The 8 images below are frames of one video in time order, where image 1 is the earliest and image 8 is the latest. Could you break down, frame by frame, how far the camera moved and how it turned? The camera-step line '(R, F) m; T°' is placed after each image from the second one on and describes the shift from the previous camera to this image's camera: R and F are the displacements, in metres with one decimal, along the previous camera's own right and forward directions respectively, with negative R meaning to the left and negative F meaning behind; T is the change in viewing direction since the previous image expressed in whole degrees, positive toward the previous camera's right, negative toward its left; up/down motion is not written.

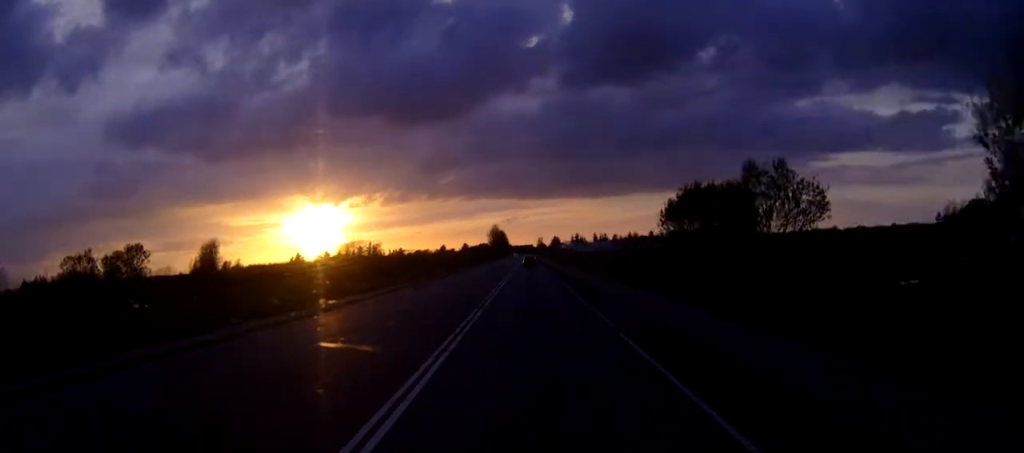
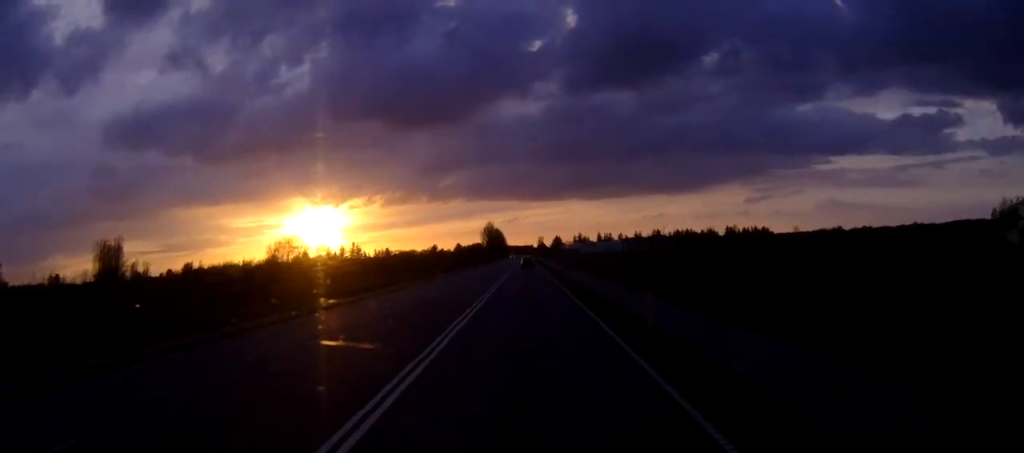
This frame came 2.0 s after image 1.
(-0.2, +43.3) m; 0°
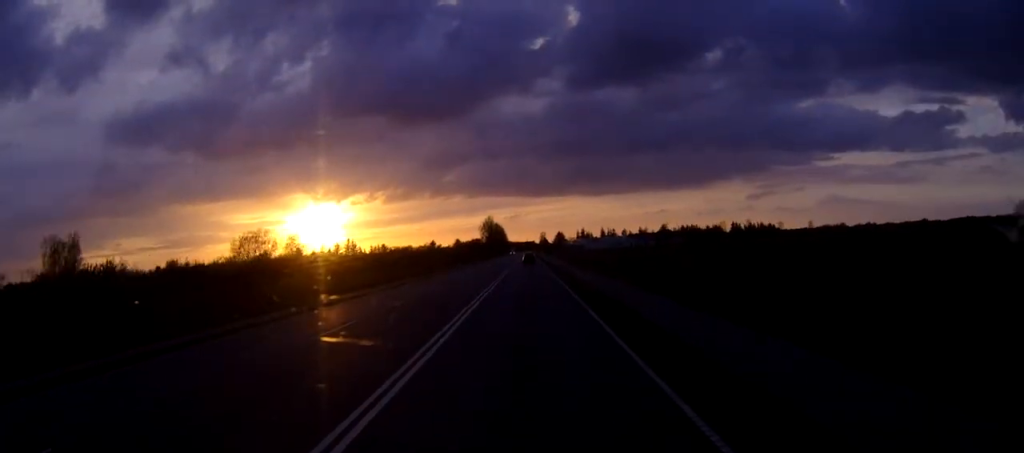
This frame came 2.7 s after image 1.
(0.0, +15.5) m; 0°
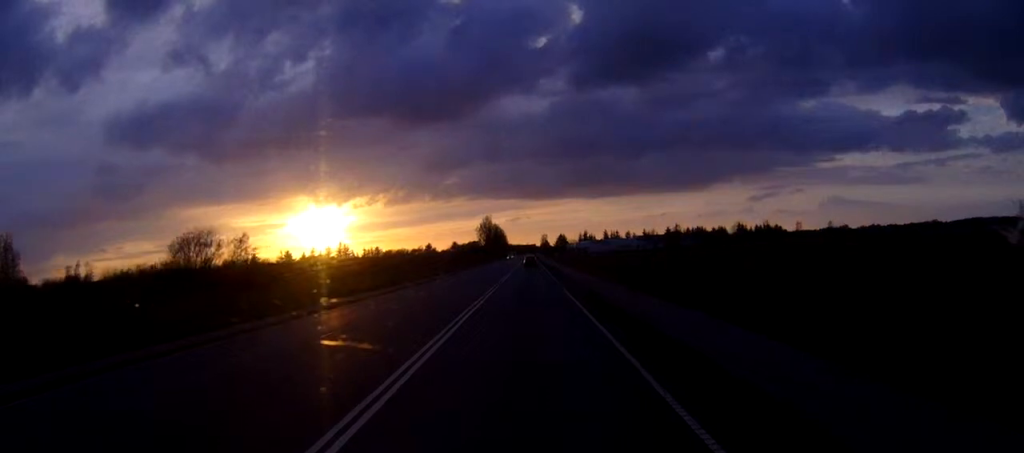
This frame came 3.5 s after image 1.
(0.0, +19.2) m; 0°
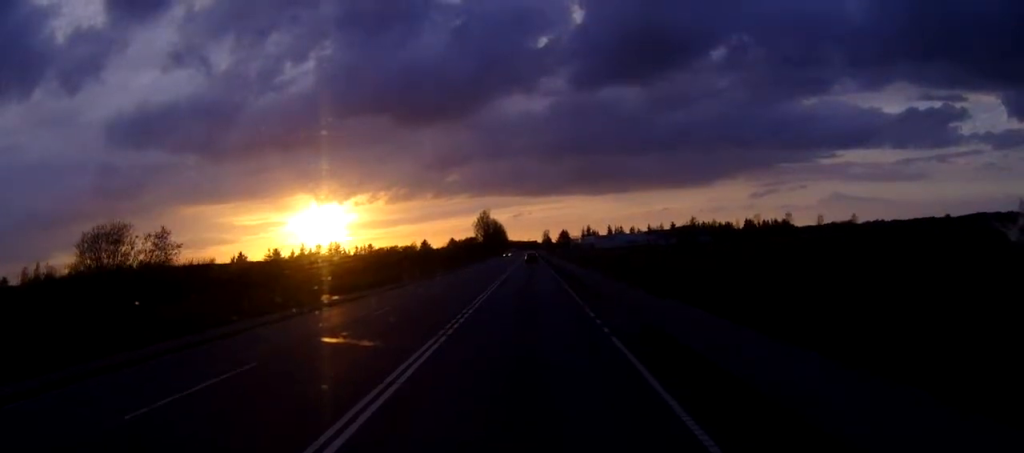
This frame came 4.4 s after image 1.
(0.0, +19.9) m; 0°
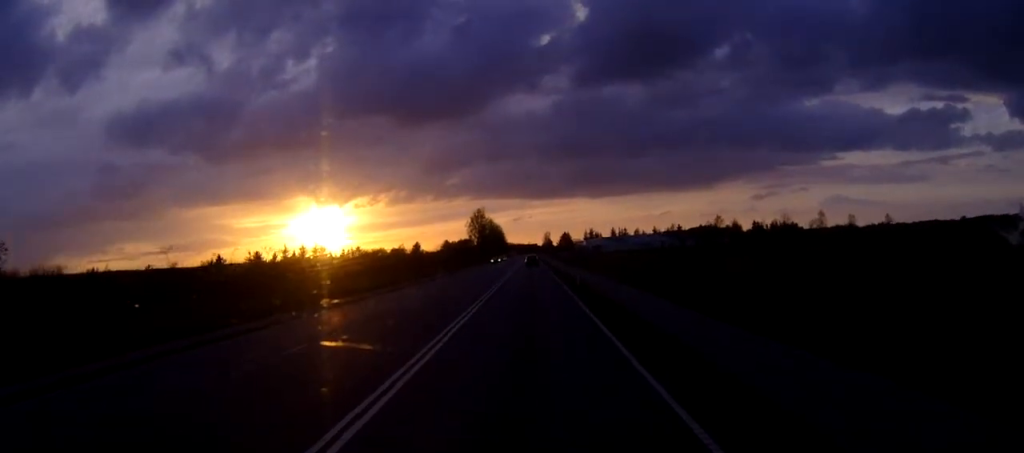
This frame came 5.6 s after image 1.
(0.0, +26.0) m; 0°
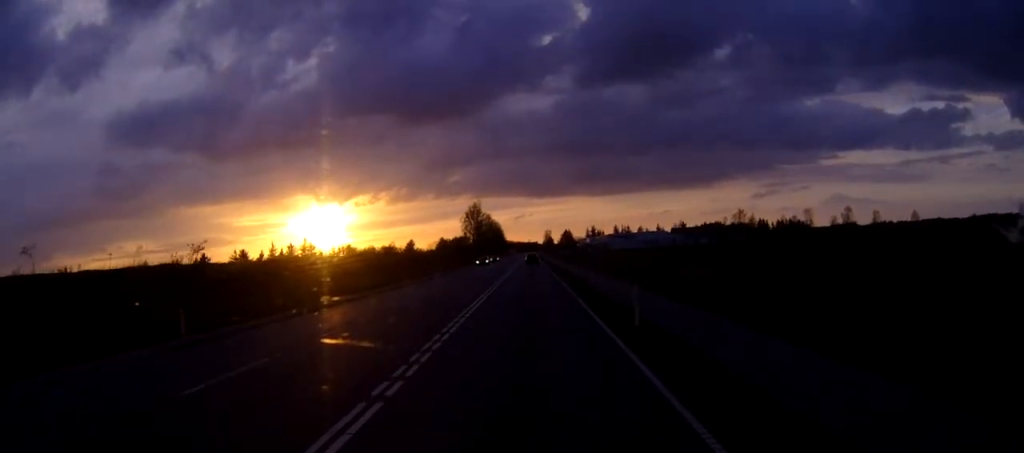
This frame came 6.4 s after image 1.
(0.0, +17.1) m; 0°
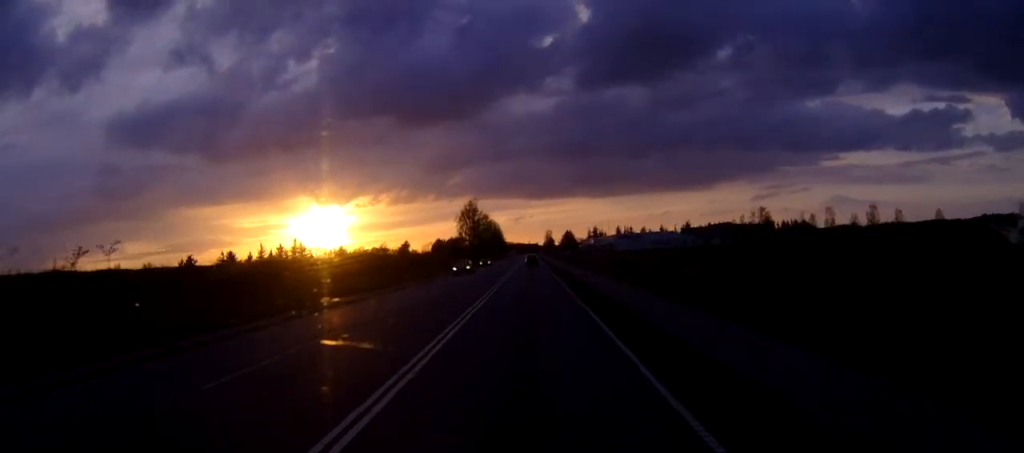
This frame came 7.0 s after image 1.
(0.0, +14.2) m; 0°
